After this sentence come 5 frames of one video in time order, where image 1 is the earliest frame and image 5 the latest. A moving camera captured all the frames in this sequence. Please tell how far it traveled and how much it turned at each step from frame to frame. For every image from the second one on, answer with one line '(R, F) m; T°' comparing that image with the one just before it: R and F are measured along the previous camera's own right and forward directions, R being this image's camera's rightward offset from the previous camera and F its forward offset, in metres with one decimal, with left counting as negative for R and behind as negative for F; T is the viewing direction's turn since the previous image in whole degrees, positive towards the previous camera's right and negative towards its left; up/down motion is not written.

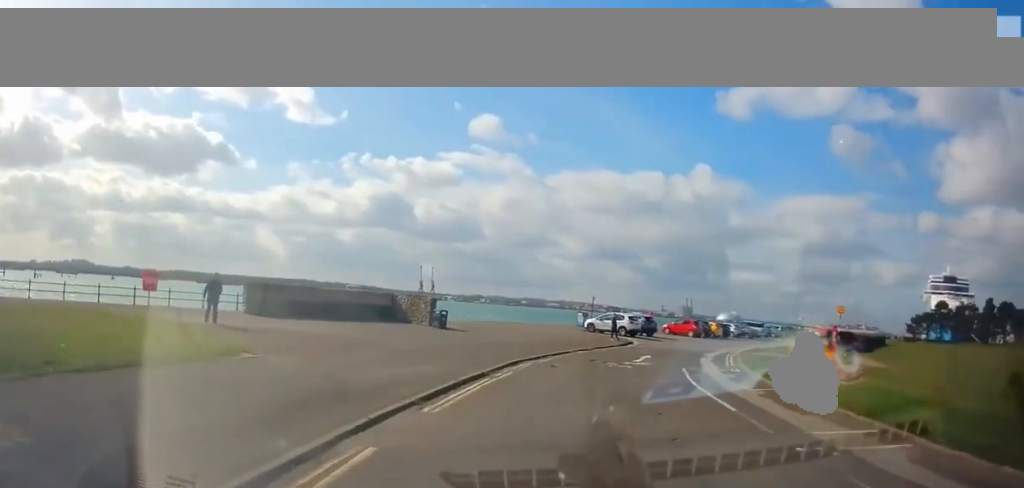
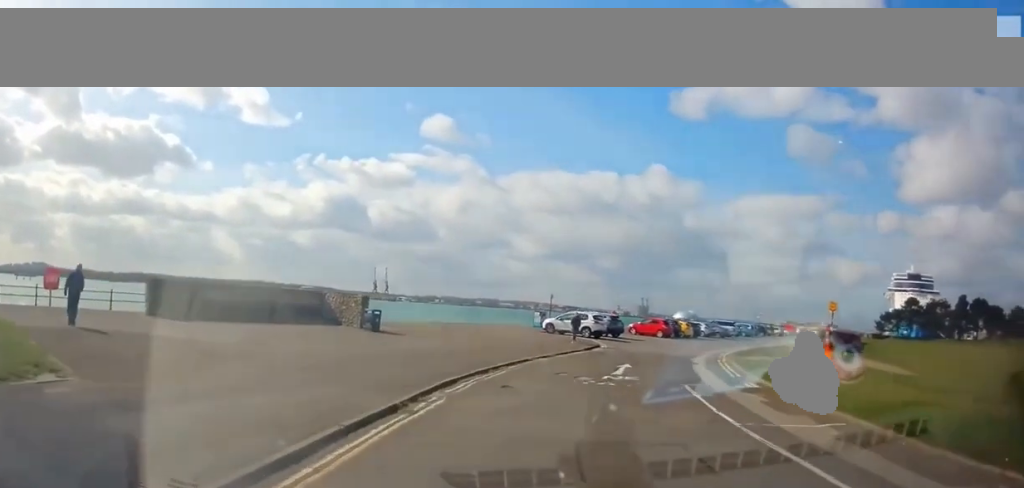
(0.0, +4.8) m; +2°
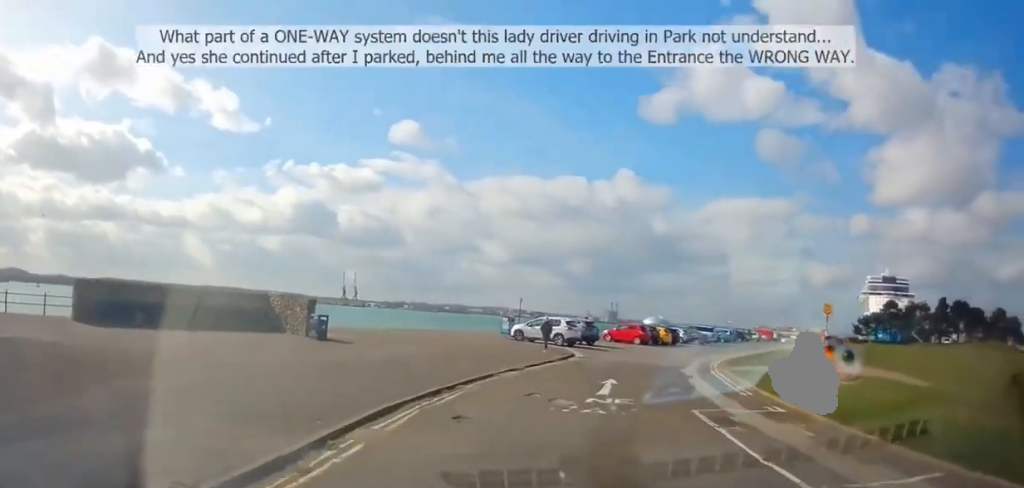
(-0.1, +3.2) m; +3°
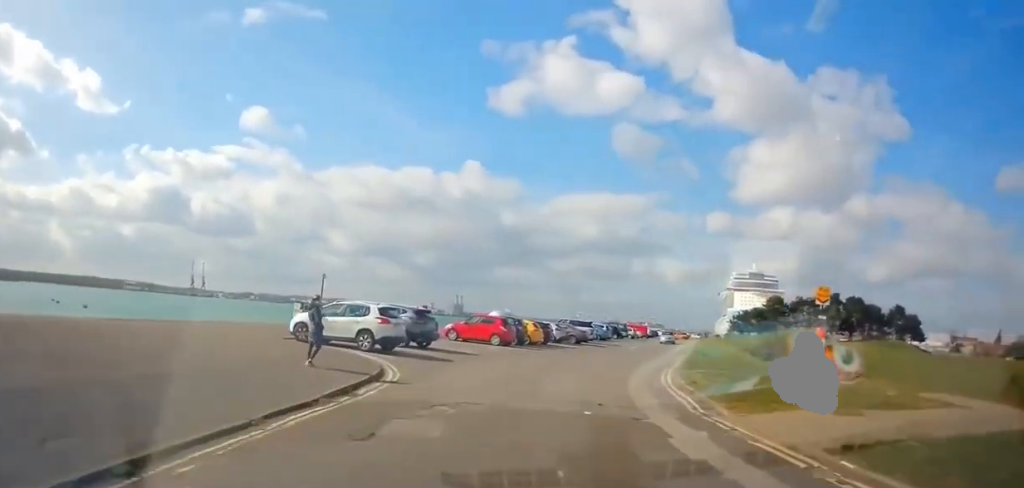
(+2.7, +13.8) m; +19°
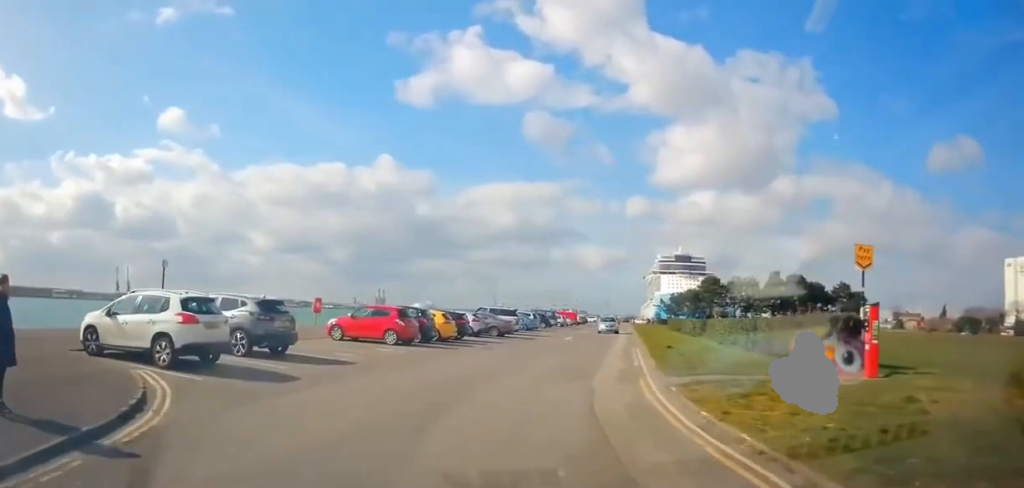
(+0.5, +7.3) m; +6°
